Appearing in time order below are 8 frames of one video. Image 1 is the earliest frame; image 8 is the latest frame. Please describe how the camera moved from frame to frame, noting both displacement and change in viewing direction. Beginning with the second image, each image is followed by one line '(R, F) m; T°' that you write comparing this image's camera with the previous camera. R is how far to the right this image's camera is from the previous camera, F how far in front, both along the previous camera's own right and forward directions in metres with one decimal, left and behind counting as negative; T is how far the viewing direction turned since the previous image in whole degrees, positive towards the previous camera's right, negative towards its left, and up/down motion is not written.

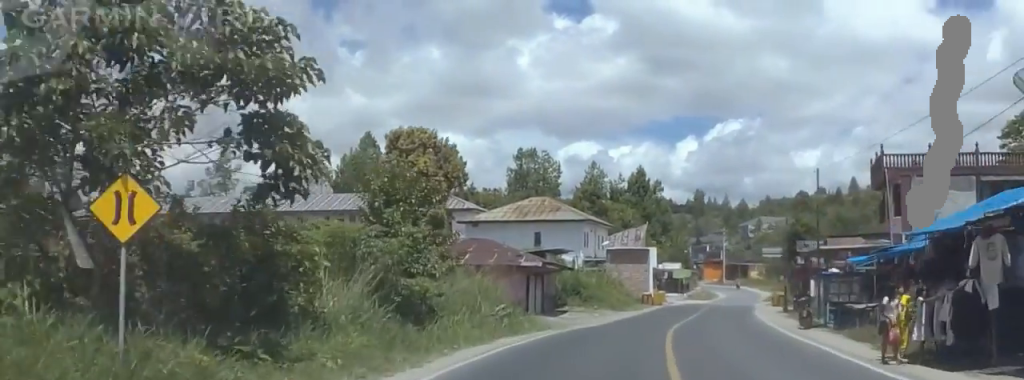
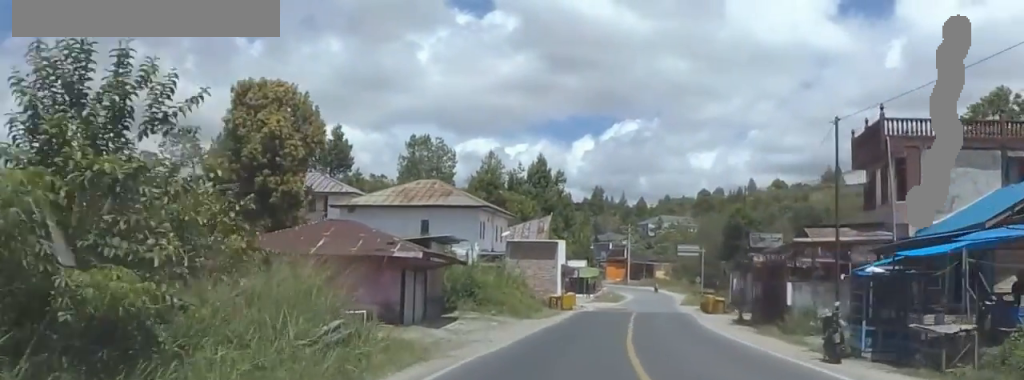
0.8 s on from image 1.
(+1.7, +11.8) m; +9°
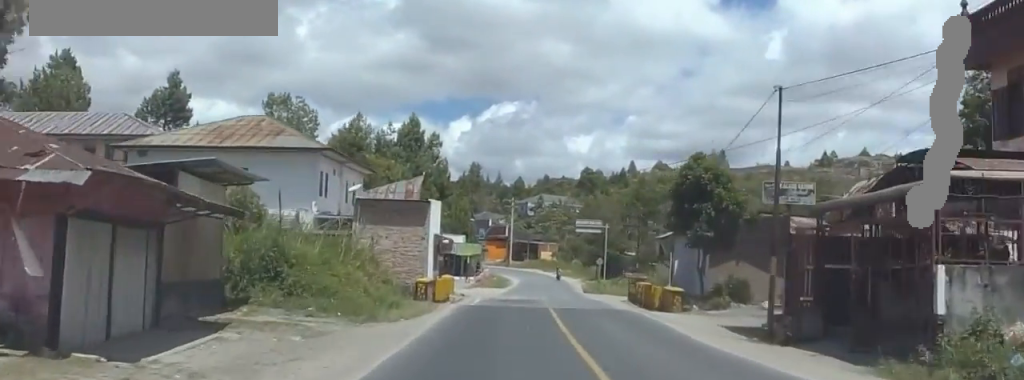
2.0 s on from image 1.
(+0.7, +18.9) m; +4°
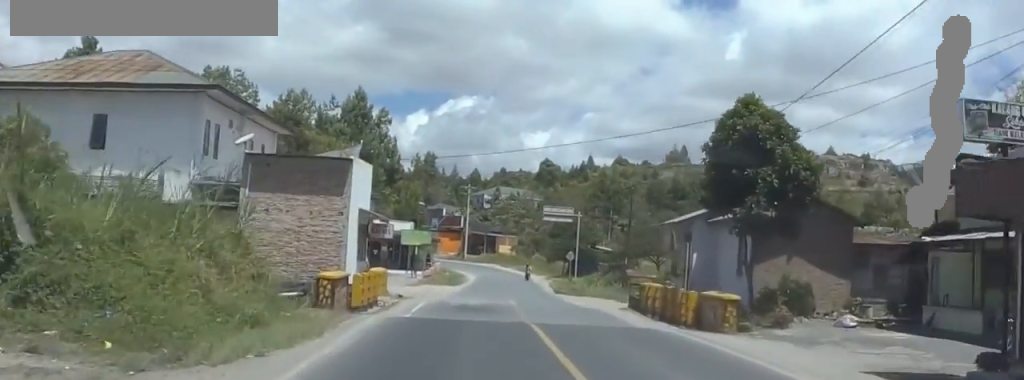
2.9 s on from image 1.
(+0.6, +12.9) m; 0°
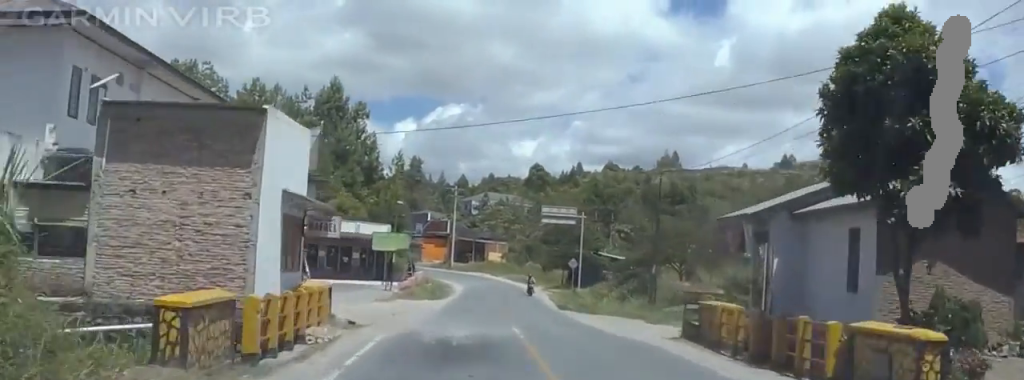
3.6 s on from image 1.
(-1.0, +10.4) m; +1°
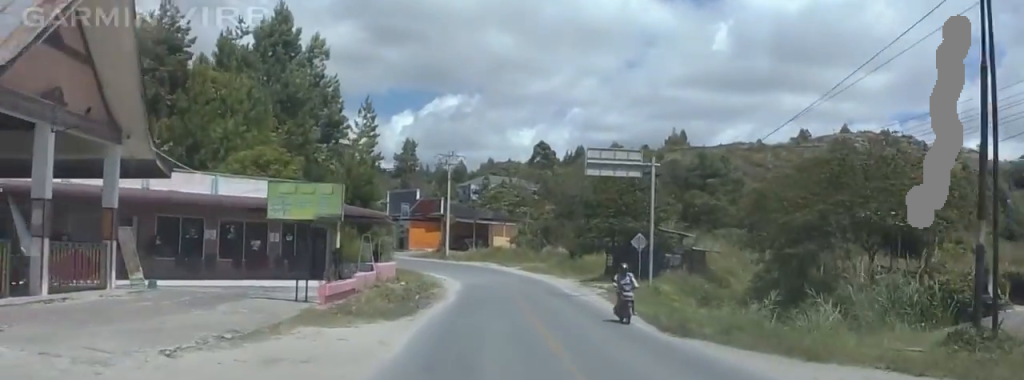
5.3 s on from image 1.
(+2.5, +25.8) m; +6°
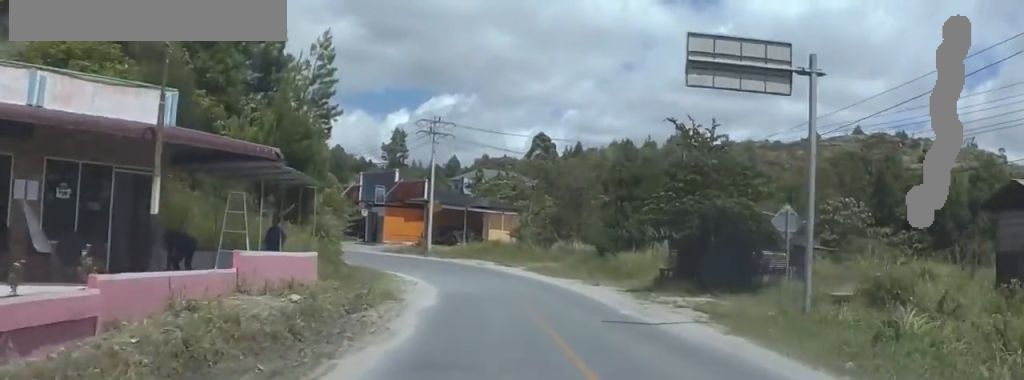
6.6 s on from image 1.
(-0.1, +20.4) m; -6°
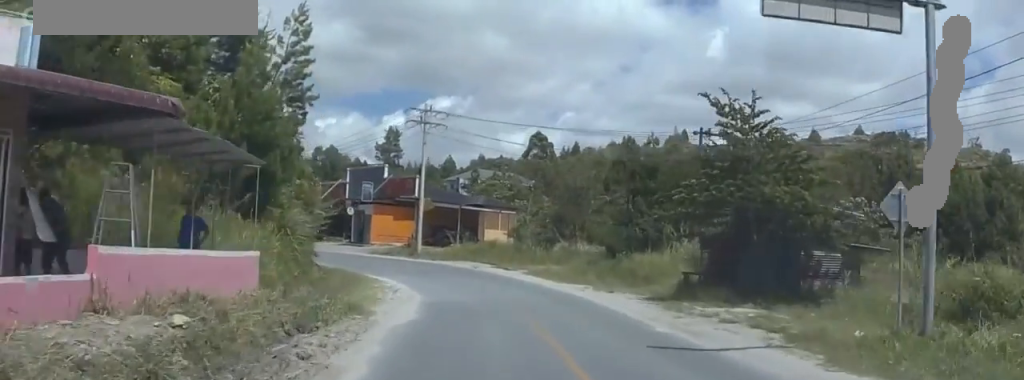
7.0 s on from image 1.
(-0.5, +5.9) m; 0°
